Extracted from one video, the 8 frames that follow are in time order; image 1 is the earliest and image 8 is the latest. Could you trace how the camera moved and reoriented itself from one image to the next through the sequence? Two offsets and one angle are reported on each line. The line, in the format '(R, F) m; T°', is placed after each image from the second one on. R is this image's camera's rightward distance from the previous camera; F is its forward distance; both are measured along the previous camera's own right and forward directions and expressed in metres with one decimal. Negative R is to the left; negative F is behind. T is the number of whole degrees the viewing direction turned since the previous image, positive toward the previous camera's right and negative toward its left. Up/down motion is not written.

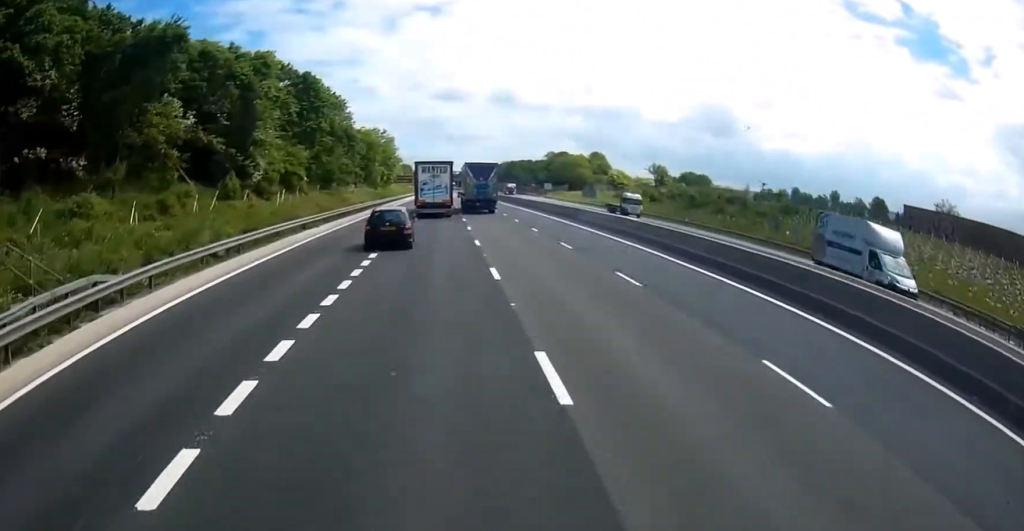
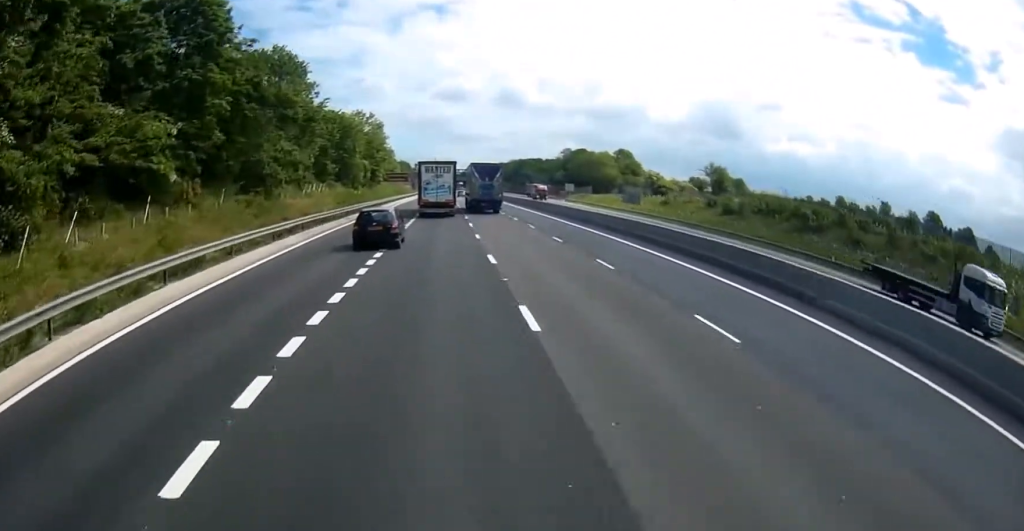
(0.0, +30.9) m; +1°
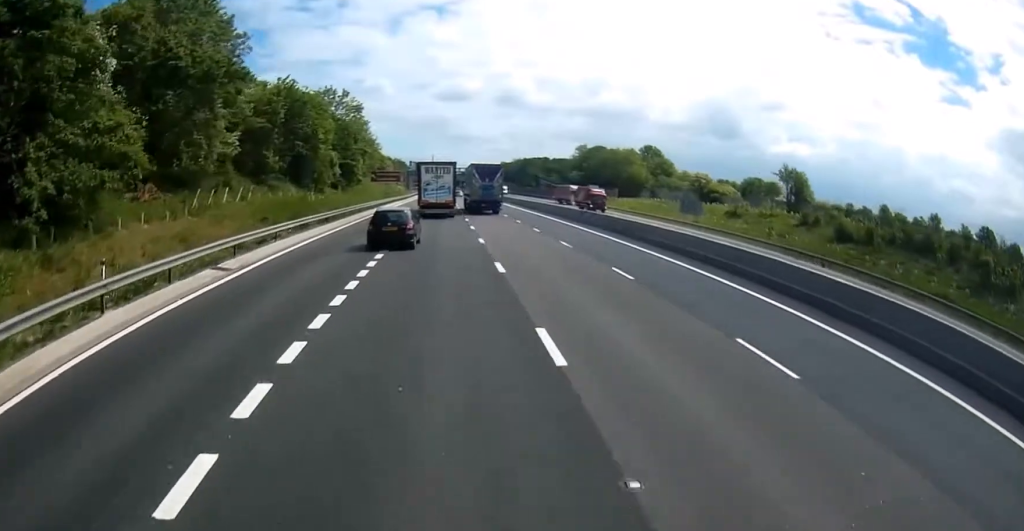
(+0.1, +27.7) m; -1°
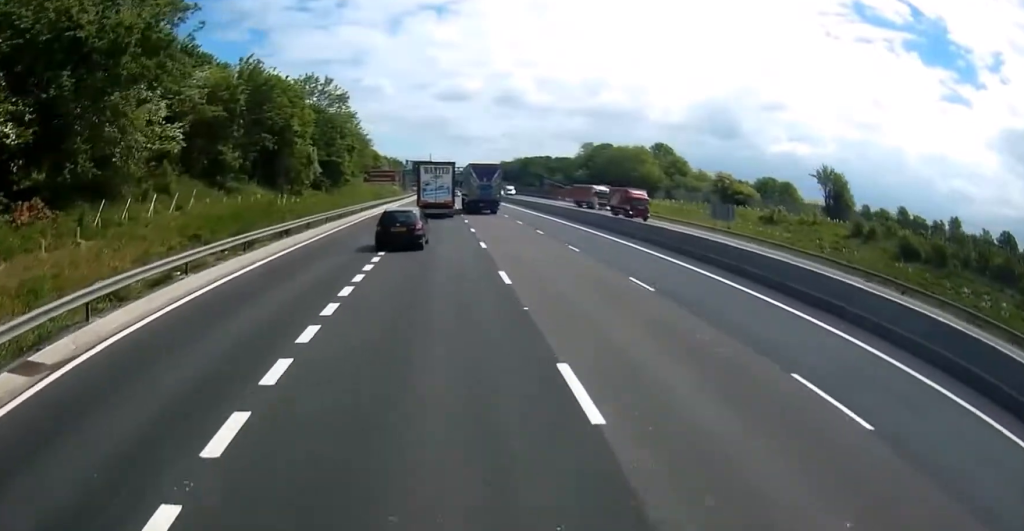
(-0.2, +10.6) m; 0°
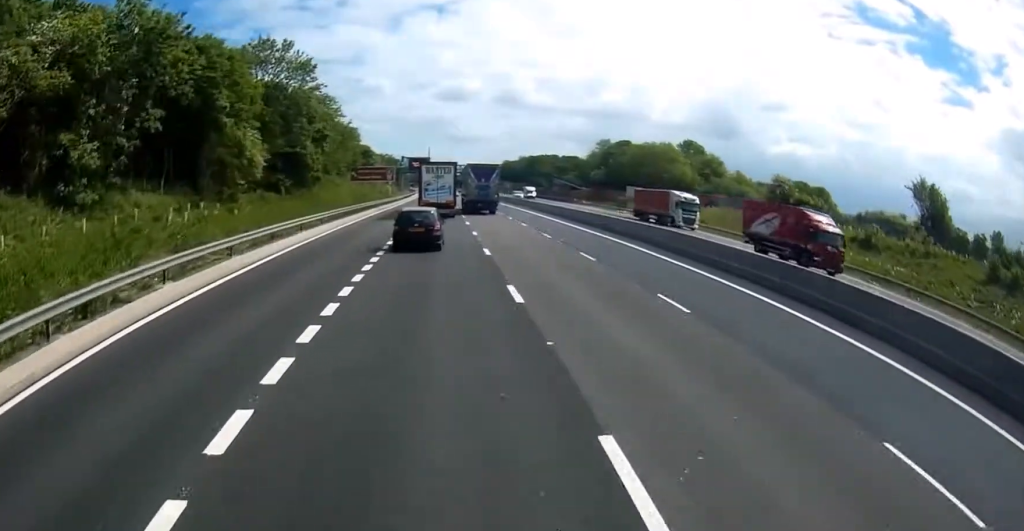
(-0.1, +19.6) m; 0°
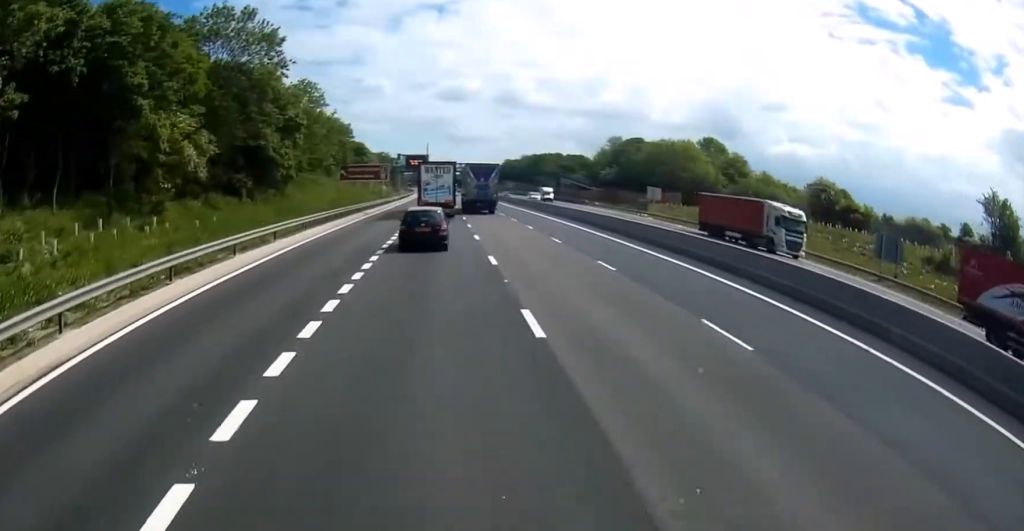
(0.0, +11.5) m; +1°
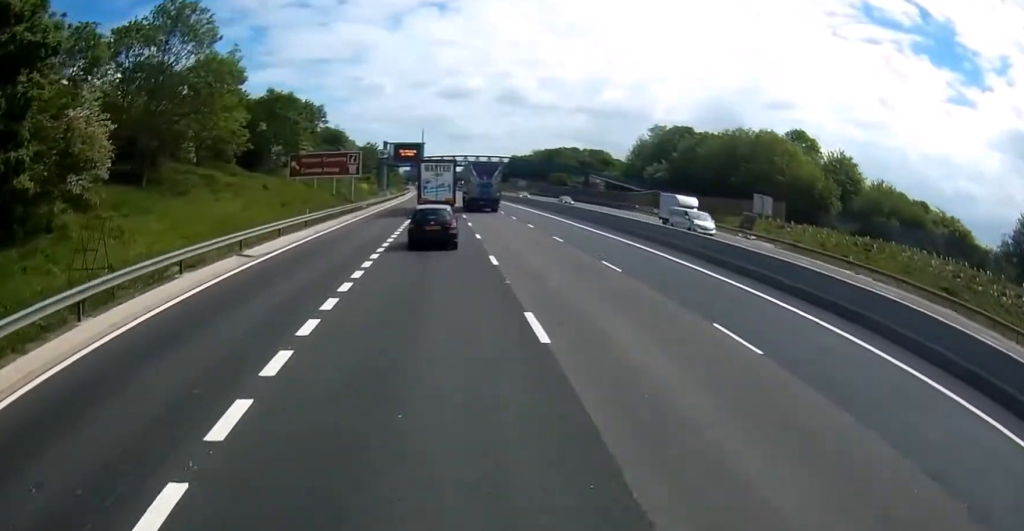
(+0.1, +34.4) m; 0°
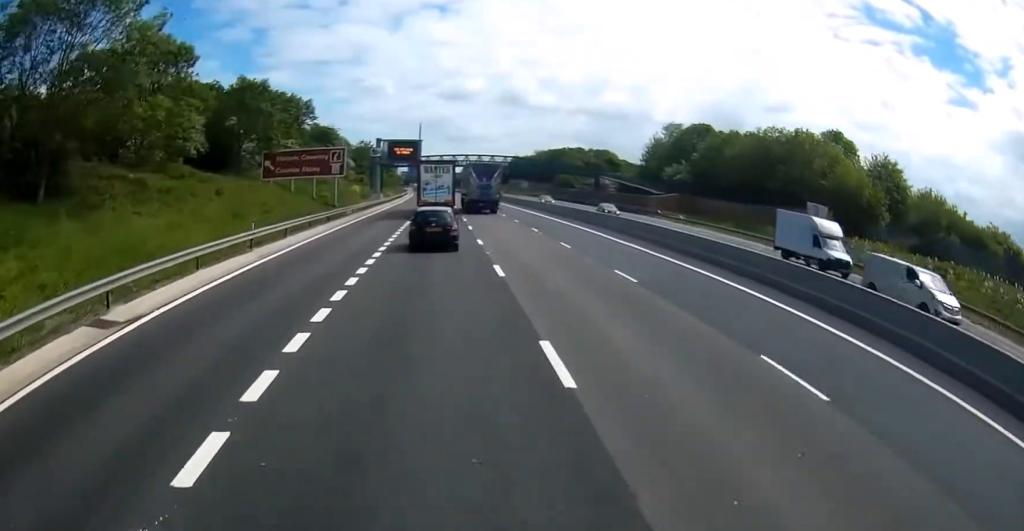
(-0.1, +10.6) m; 0°
